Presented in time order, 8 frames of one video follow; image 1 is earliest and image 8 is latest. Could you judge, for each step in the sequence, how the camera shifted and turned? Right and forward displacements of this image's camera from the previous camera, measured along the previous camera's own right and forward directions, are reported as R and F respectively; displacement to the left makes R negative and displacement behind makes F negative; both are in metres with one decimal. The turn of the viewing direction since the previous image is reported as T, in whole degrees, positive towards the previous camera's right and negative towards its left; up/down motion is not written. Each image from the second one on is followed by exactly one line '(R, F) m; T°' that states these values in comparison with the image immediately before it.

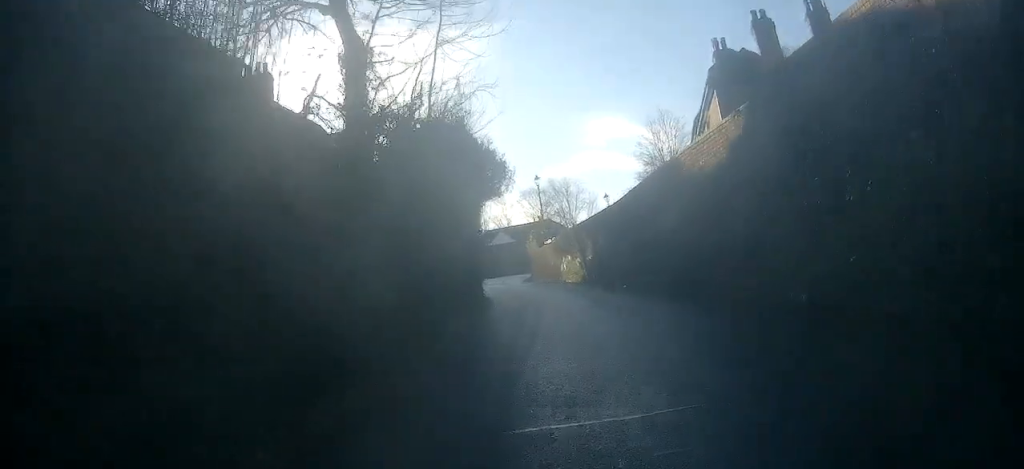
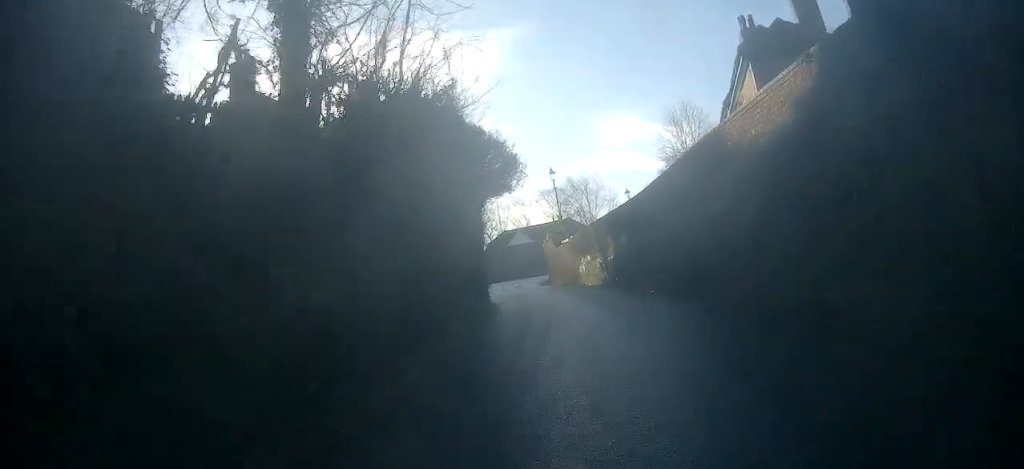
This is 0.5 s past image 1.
(-0.1, +3.2) m; -1°
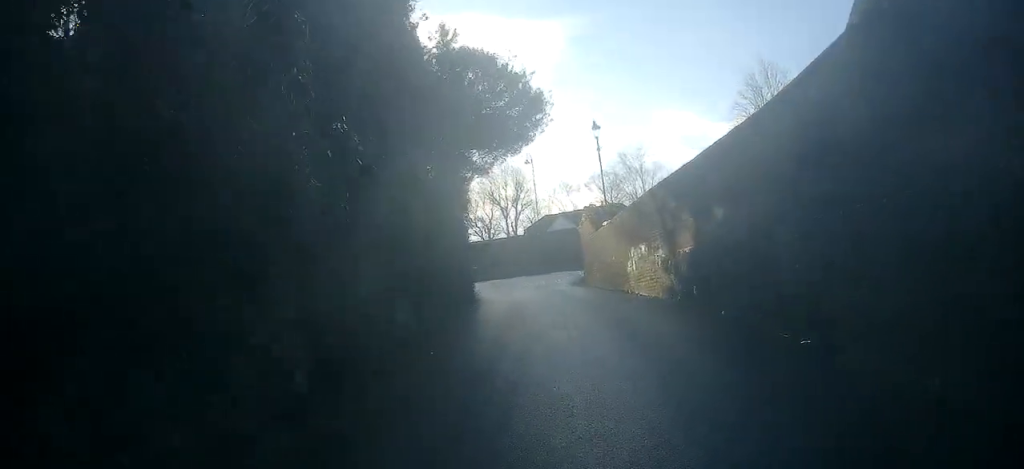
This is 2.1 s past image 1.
(0.0, +10.4) m; -3°
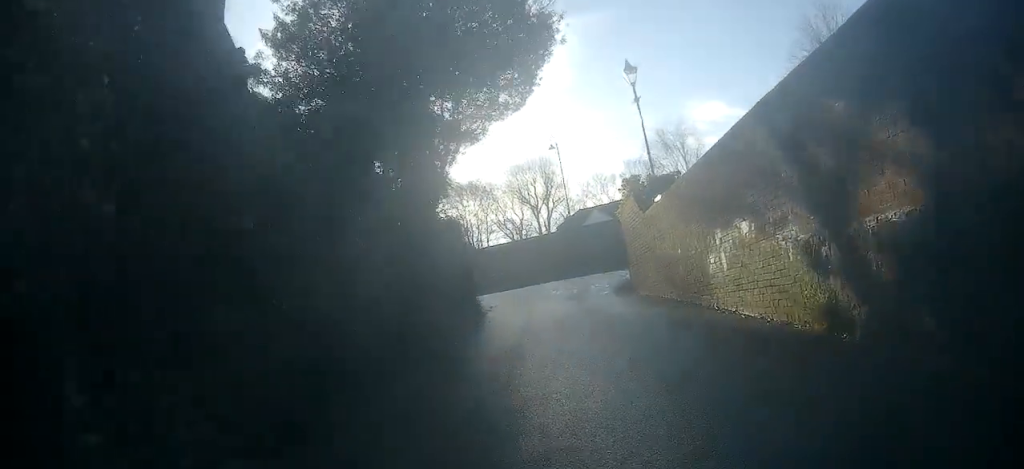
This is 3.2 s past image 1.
(-0.3, +7.0) m; -8°
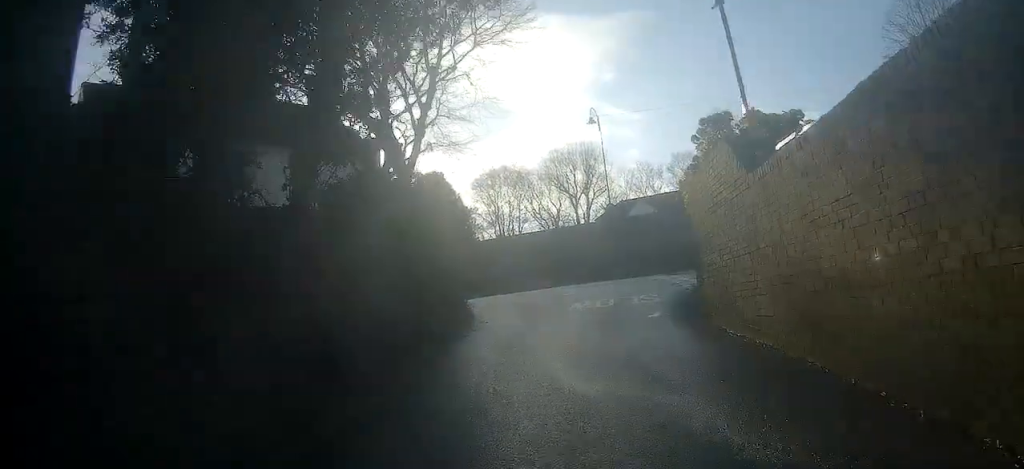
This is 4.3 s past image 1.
(-0.6, +6.9) m; -6°
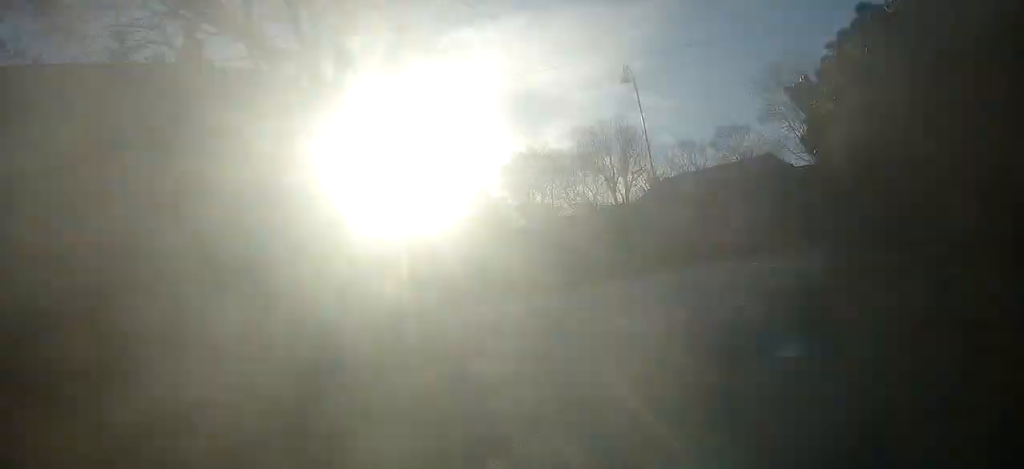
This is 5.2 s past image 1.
(-0.1, +6.1) m; -1°
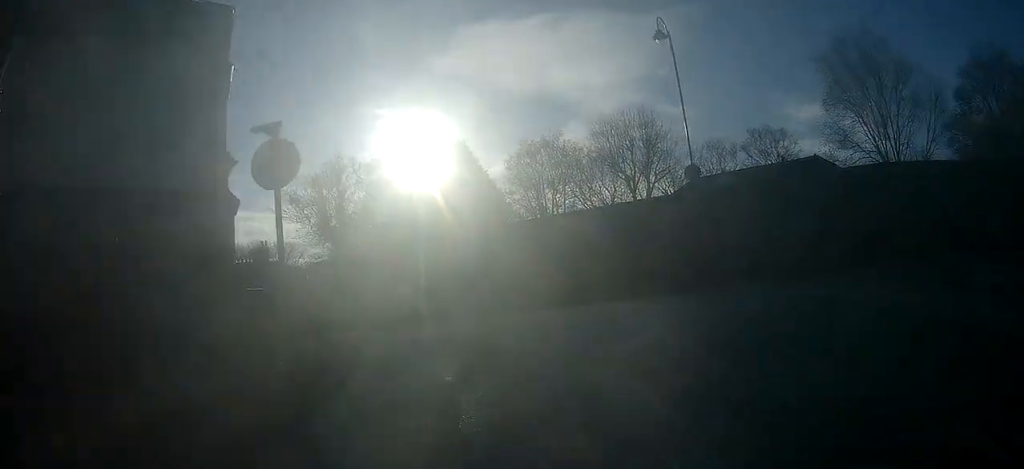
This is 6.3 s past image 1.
(0.0, +7.2) m; 0°
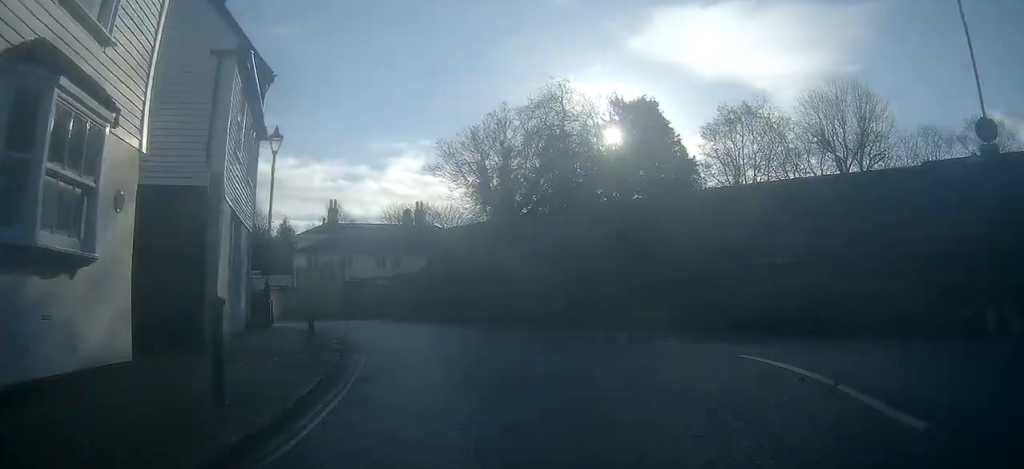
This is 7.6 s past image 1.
(-0.4, +8.3) m; -15°
